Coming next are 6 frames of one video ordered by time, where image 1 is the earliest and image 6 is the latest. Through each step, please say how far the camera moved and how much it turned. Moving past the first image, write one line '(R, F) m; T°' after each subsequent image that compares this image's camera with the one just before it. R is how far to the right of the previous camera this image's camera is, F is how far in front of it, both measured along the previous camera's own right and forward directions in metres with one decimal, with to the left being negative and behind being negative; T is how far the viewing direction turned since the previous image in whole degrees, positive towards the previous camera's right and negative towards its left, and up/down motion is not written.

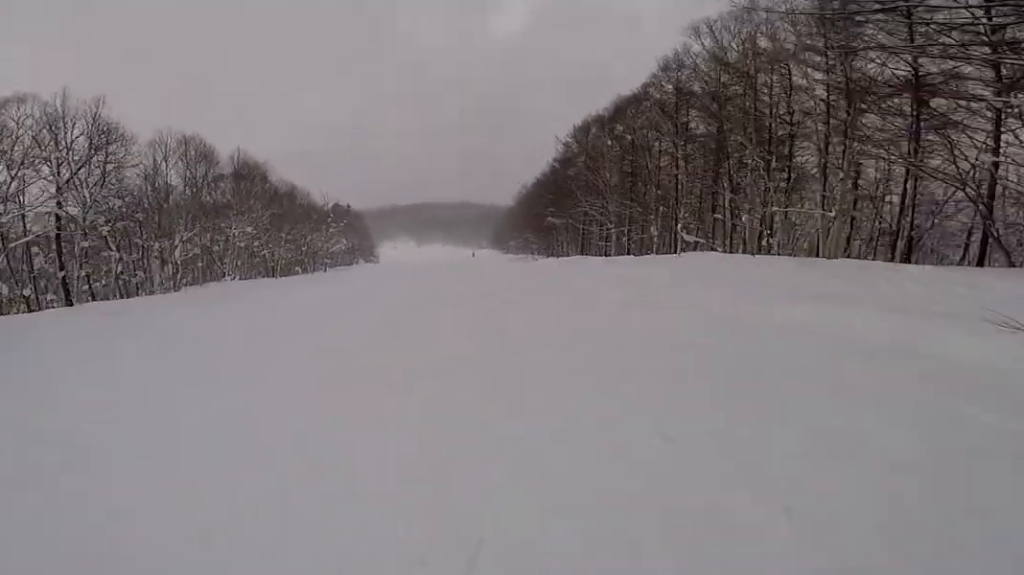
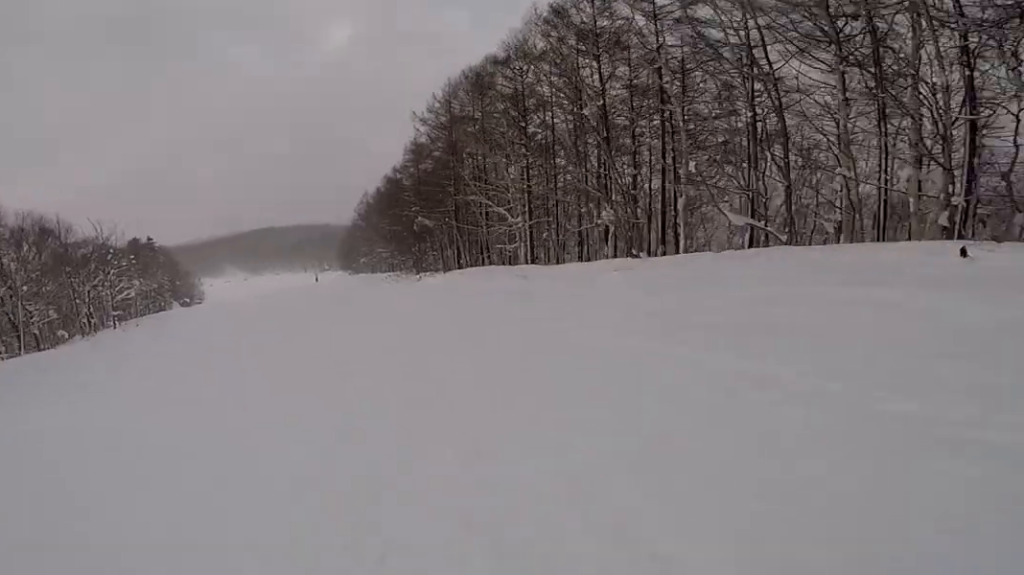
(+0.8, +16.8) m; +4°
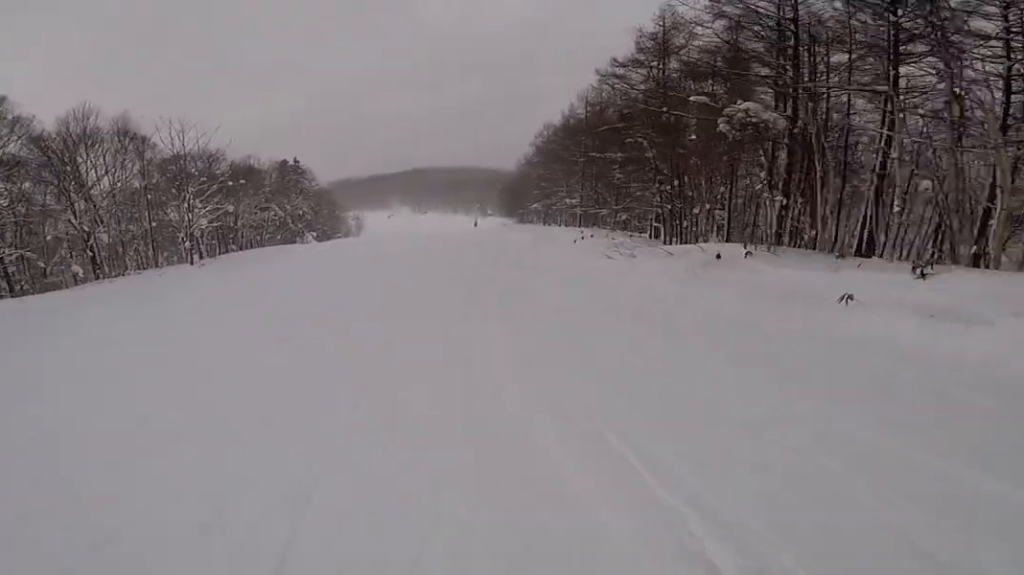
(-1.3, +25.0) m; -2°
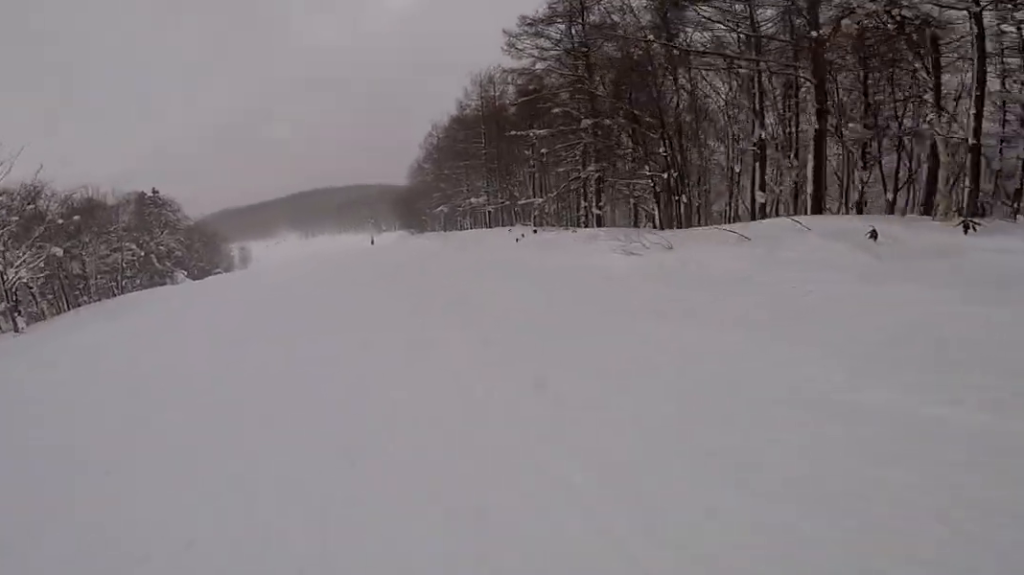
(+0.5, +7.4) m; 0°
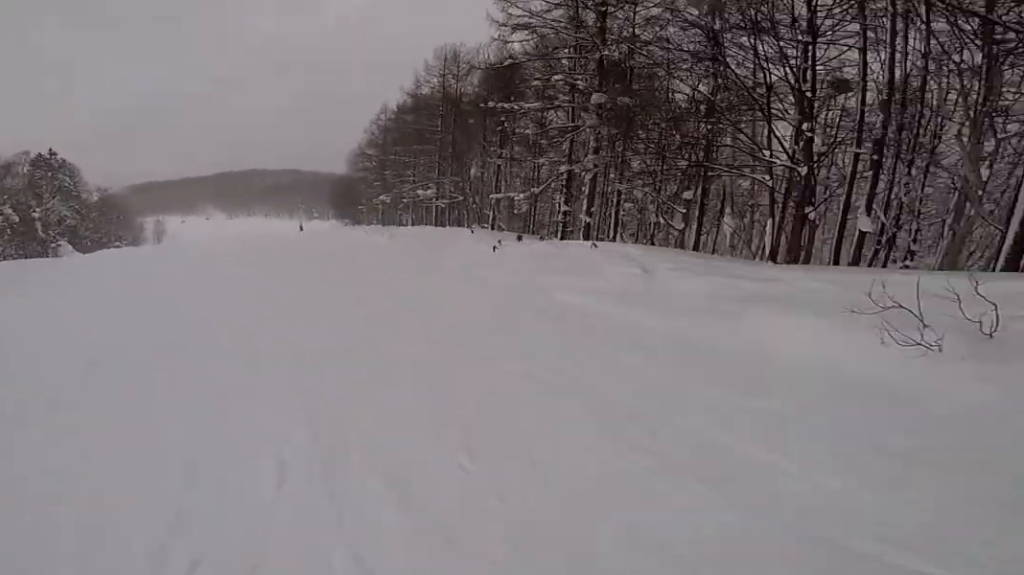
(-0.1, +6.9) m; -5°
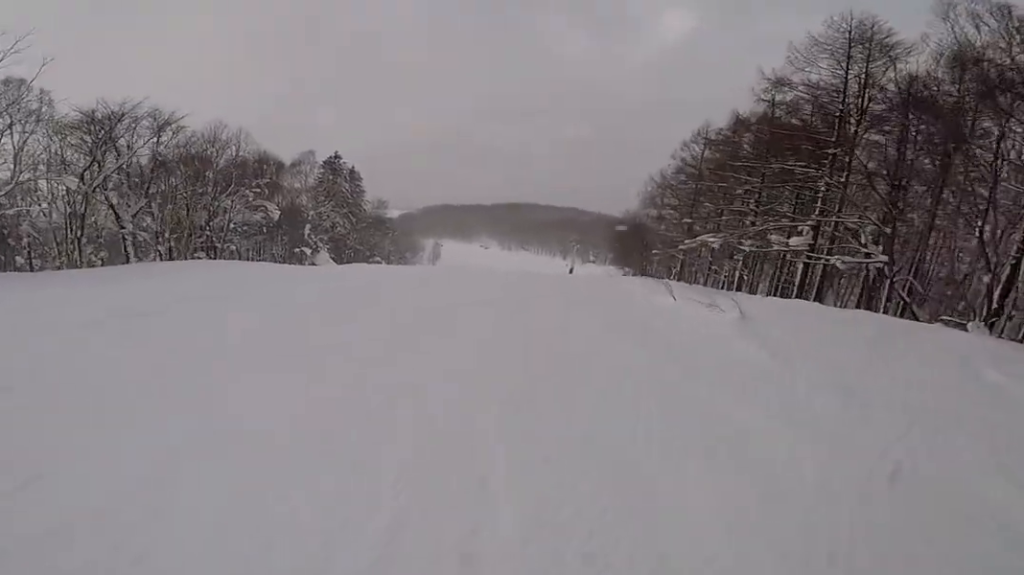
(-1.5, +12.4) m; -3°
